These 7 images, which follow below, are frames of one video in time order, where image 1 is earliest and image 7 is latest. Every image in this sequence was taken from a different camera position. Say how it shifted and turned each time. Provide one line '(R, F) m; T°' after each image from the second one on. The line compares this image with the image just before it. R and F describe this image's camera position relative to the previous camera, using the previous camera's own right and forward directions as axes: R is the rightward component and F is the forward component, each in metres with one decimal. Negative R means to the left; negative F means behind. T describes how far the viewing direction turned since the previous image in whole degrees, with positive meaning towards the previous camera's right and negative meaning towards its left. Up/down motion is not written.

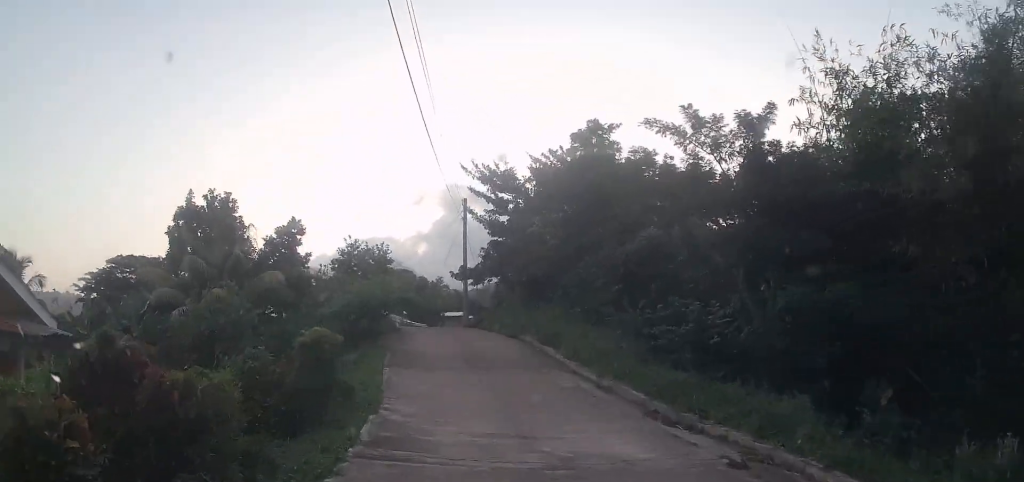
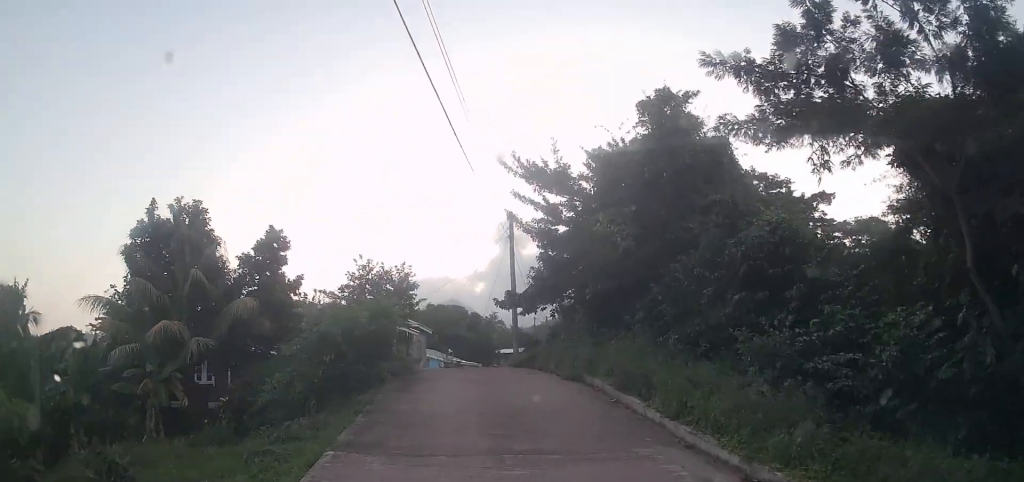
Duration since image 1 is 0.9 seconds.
(-0.7, +5.8) m; -11°
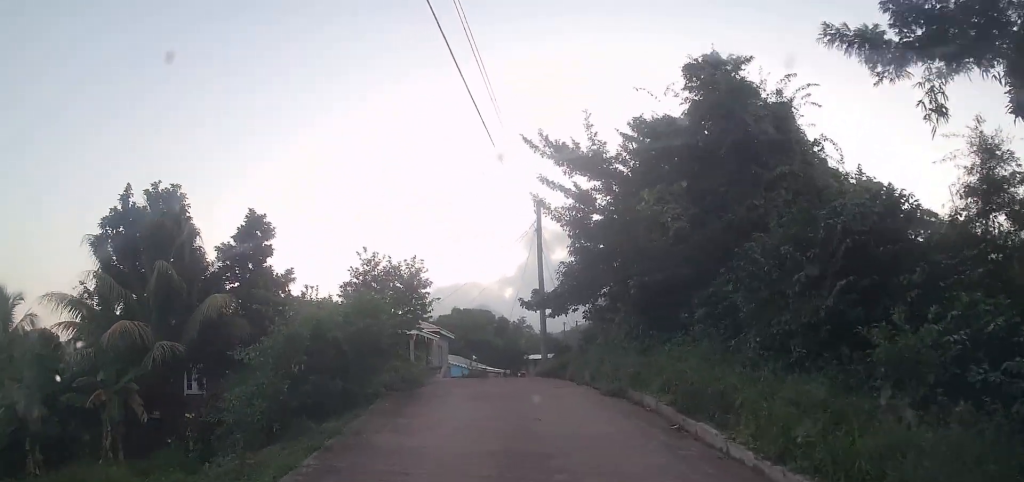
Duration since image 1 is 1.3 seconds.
(-0.1, +2.6) m; -3°
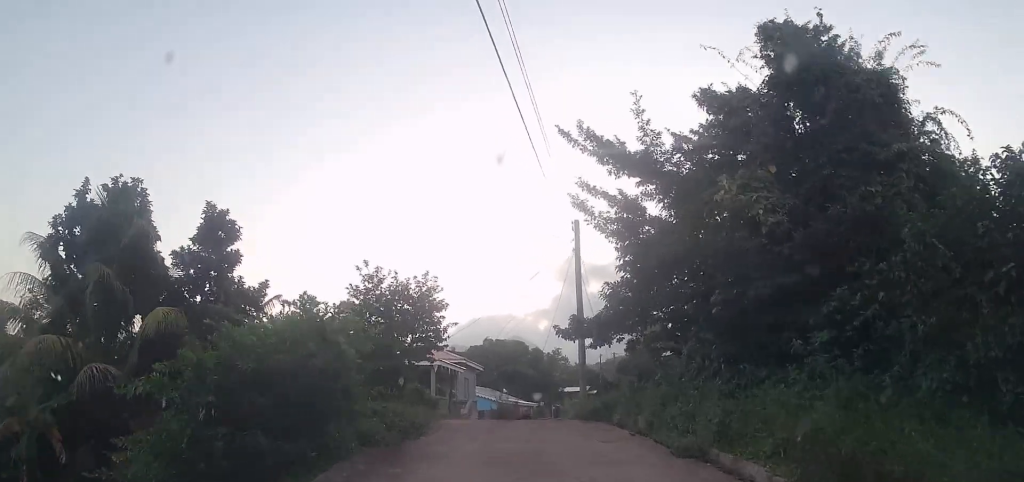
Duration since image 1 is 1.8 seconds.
(-0.2, +3.2) m; -3°
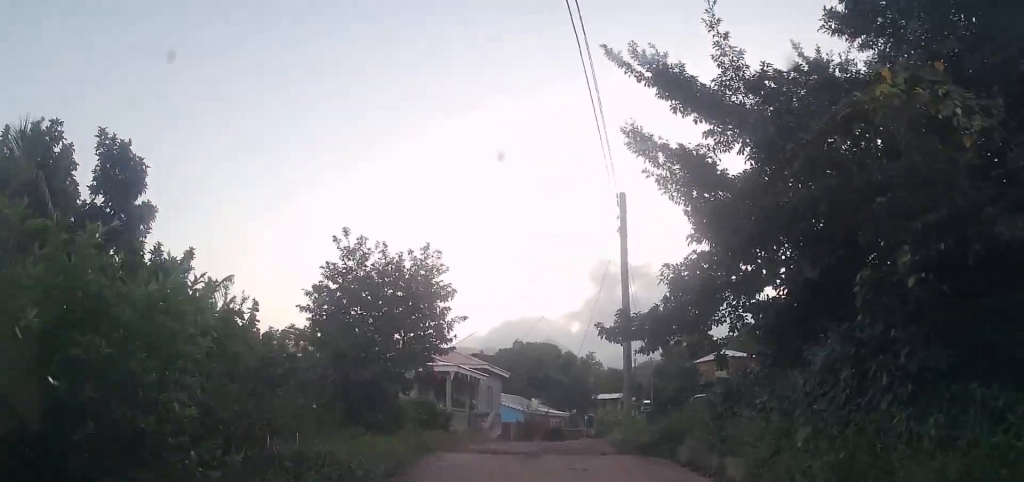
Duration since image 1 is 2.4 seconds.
(-0.1, +3.5) m; -2°
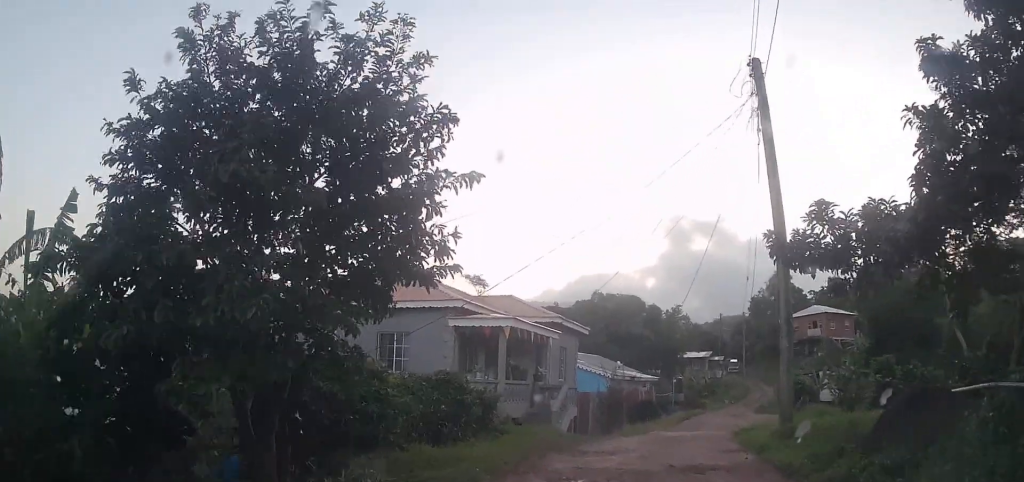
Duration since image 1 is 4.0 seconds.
(-0.1, +7.2) m; 0°
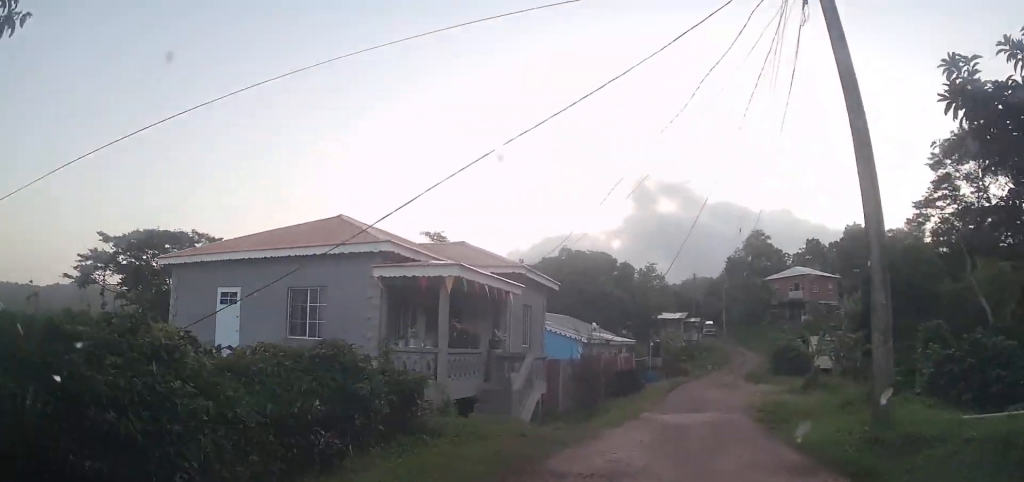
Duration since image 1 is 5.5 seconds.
(0.0, +6.5) m; +5°
